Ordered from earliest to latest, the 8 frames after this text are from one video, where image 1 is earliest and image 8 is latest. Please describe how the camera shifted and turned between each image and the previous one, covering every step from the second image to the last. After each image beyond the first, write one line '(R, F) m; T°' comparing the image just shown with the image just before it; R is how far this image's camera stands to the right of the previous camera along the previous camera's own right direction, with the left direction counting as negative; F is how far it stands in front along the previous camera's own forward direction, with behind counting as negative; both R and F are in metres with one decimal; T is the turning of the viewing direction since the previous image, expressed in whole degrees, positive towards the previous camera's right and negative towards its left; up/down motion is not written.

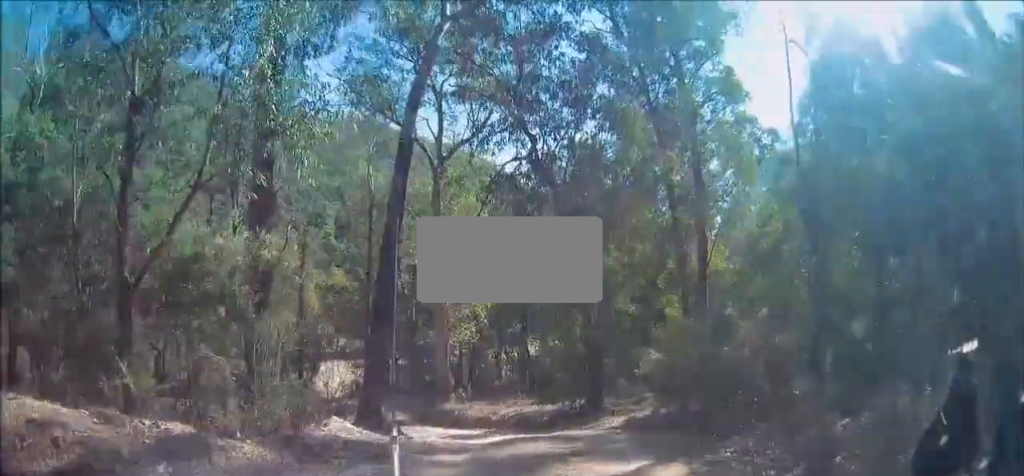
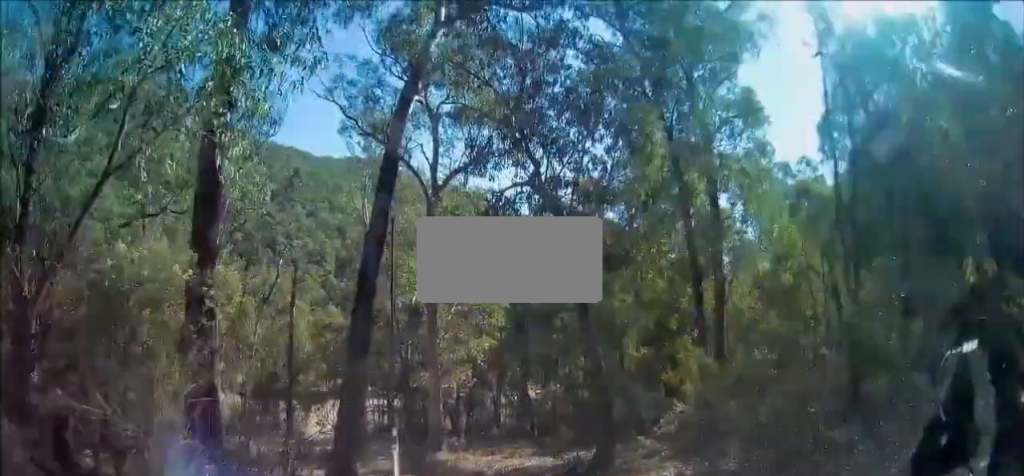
(-0.2, +2.2) m; -8°
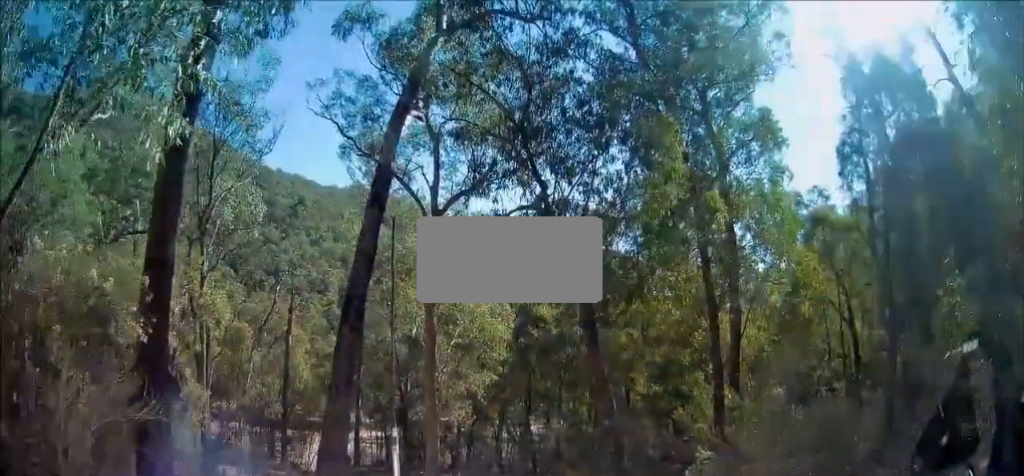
(-0.1, +1.5) m; -5°
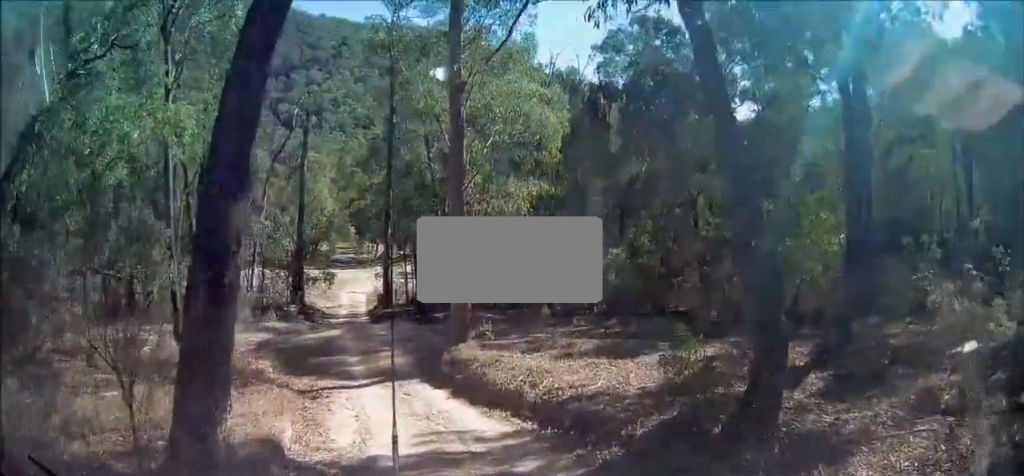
(-0.9, +6.4) m; -13°
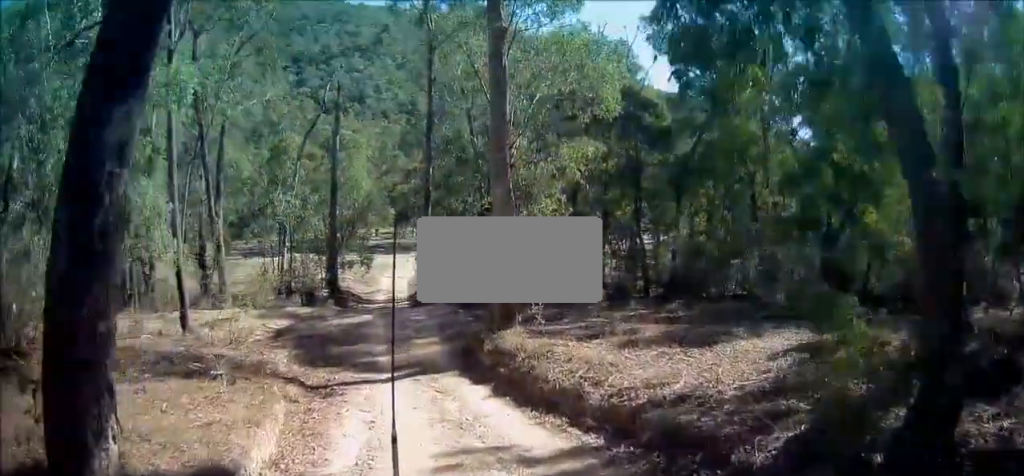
(0.0, +2.2) m; -2°
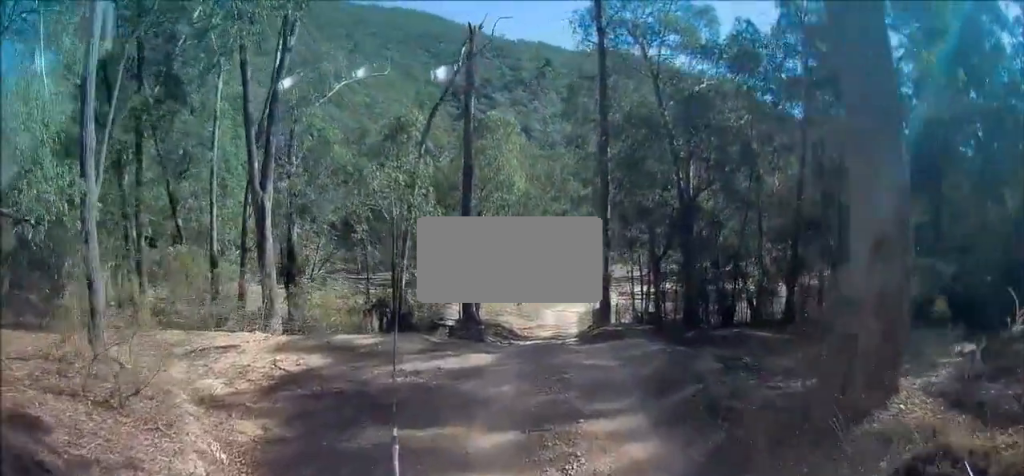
(-0.2, +10.2) m; +1°
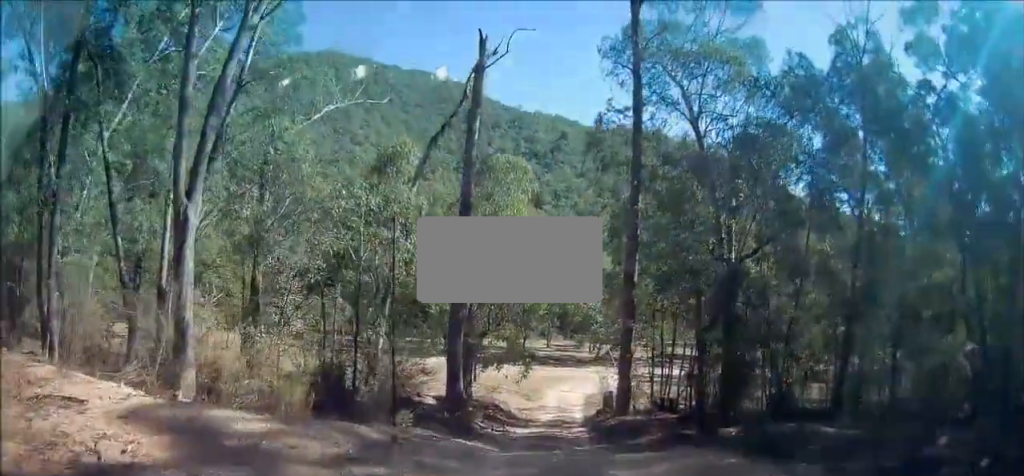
(+0.1, +5.0) m; 0°
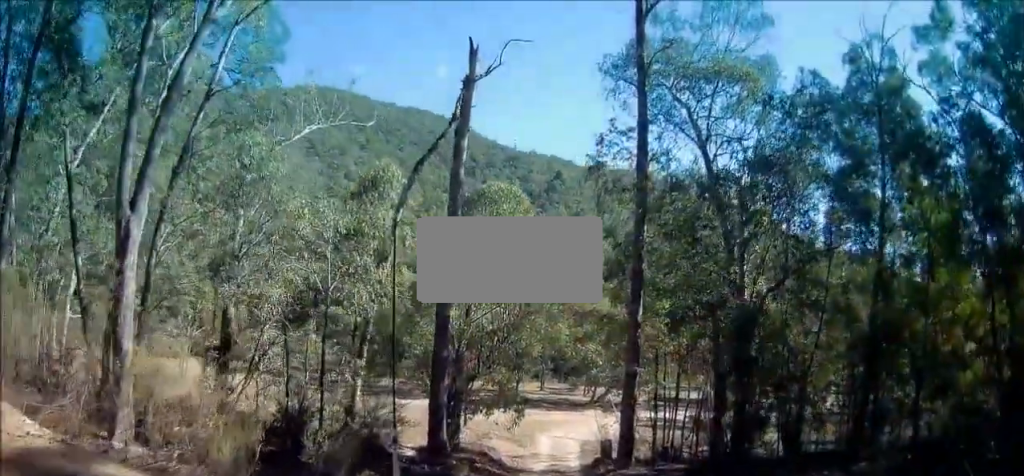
(+0.1, +2.3) m; -2°
